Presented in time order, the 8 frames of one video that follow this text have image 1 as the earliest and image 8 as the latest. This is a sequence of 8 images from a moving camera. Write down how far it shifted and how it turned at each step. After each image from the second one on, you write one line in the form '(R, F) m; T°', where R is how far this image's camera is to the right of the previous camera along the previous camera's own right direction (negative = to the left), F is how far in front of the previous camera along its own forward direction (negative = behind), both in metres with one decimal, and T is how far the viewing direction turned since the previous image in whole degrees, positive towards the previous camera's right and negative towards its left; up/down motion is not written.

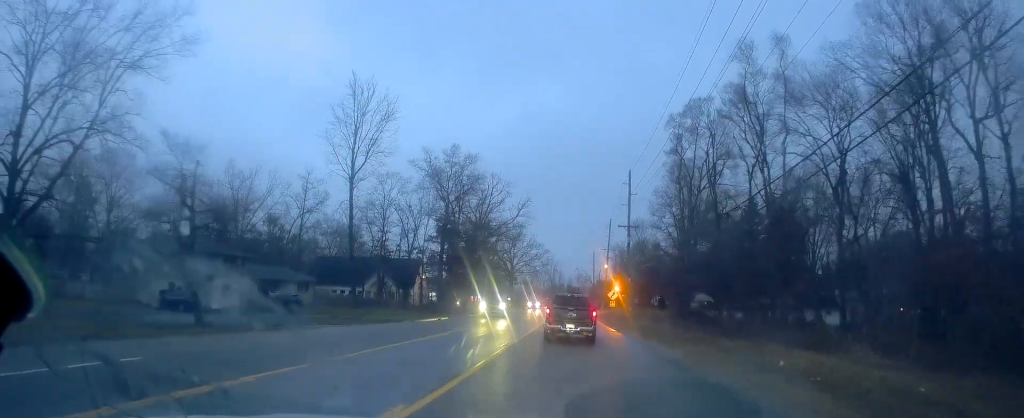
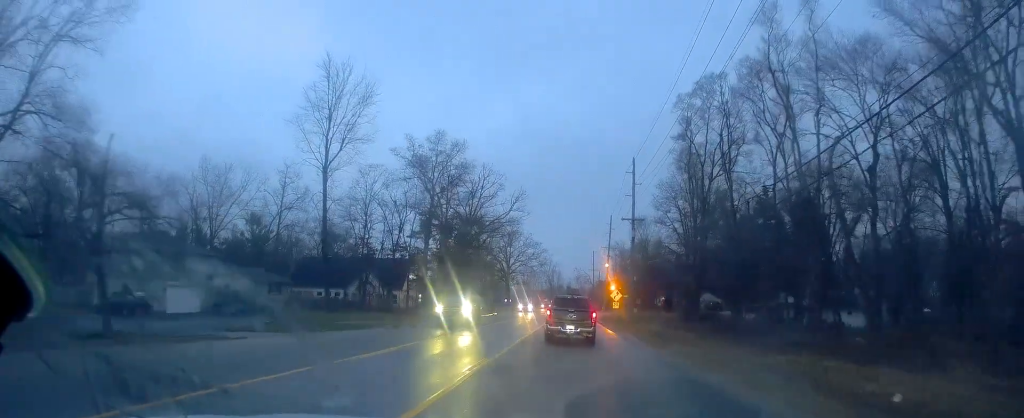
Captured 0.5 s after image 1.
(-0.2, +6.6) m; 0°
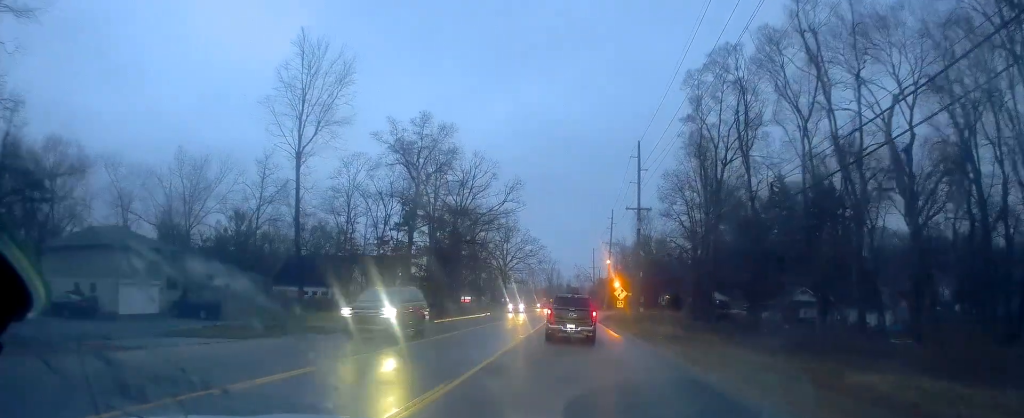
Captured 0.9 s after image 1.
(+0.3, +5.8) m; +1°
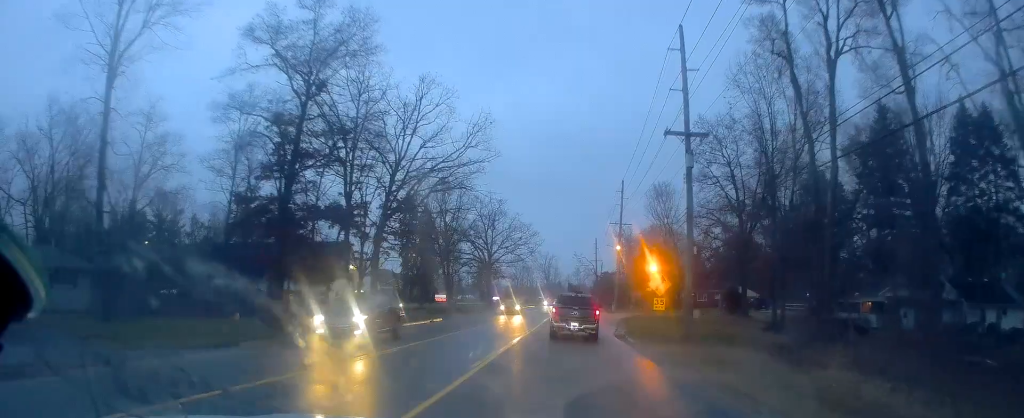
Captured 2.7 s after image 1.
(+0.2, +24.2) m; -2°
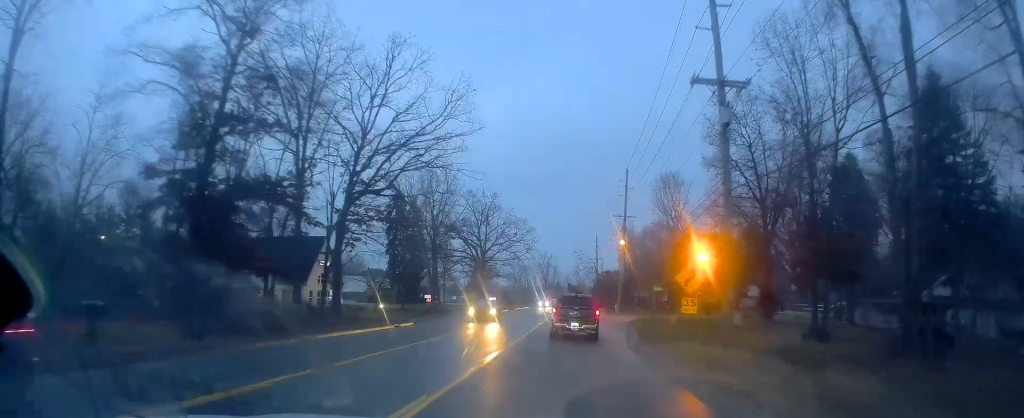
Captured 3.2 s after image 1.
(-0.4, +7.5) m; 0°
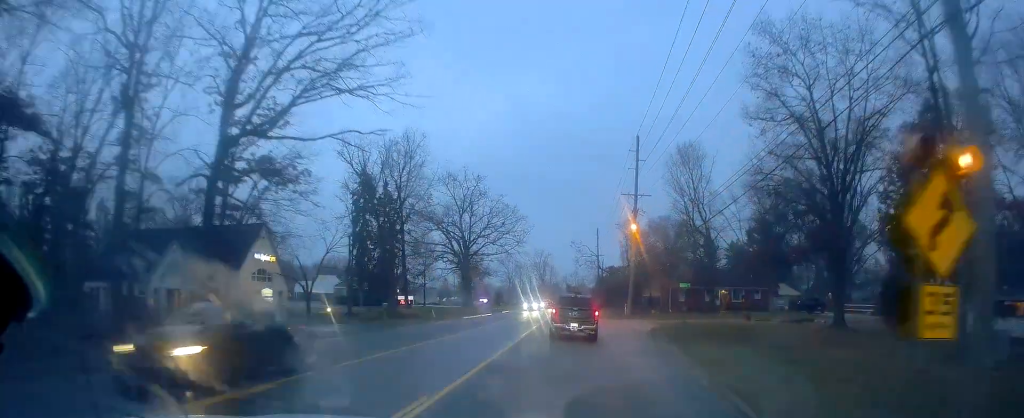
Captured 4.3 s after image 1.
(+0.5, +14.8) m; +3°
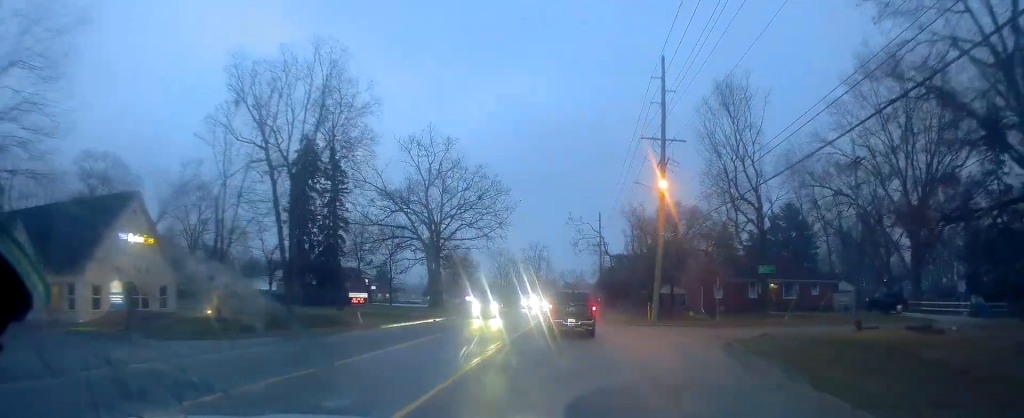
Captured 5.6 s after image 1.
(0.0, +19.2) m; -1°
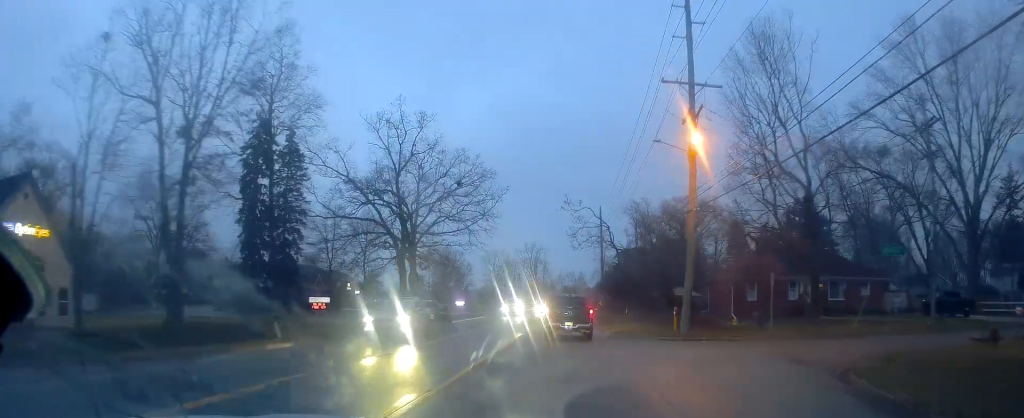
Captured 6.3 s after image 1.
(-0.3, +11.0) m; 0°
